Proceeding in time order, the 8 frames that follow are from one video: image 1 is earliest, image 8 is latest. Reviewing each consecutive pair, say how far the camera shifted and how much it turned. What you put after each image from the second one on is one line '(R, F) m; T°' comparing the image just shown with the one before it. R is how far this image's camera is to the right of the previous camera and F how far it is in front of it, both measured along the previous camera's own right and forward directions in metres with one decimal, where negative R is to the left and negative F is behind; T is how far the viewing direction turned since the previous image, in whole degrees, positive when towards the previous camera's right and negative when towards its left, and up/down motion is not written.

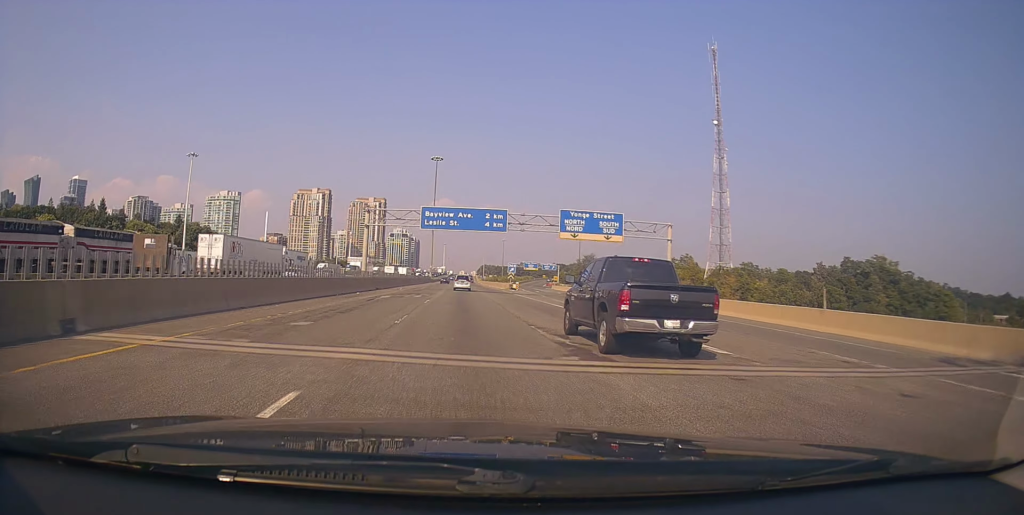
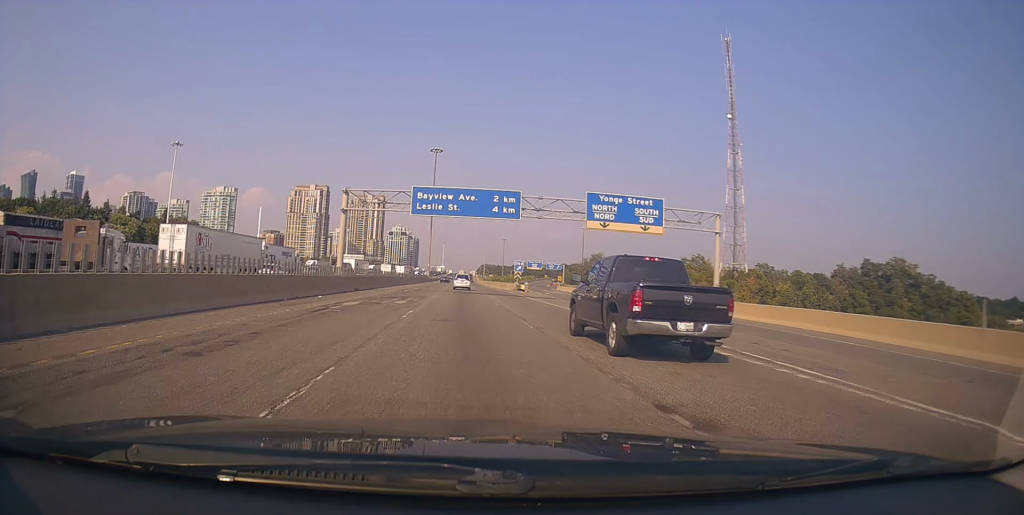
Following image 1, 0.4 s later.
(+0.1, +10.8) m; 0°
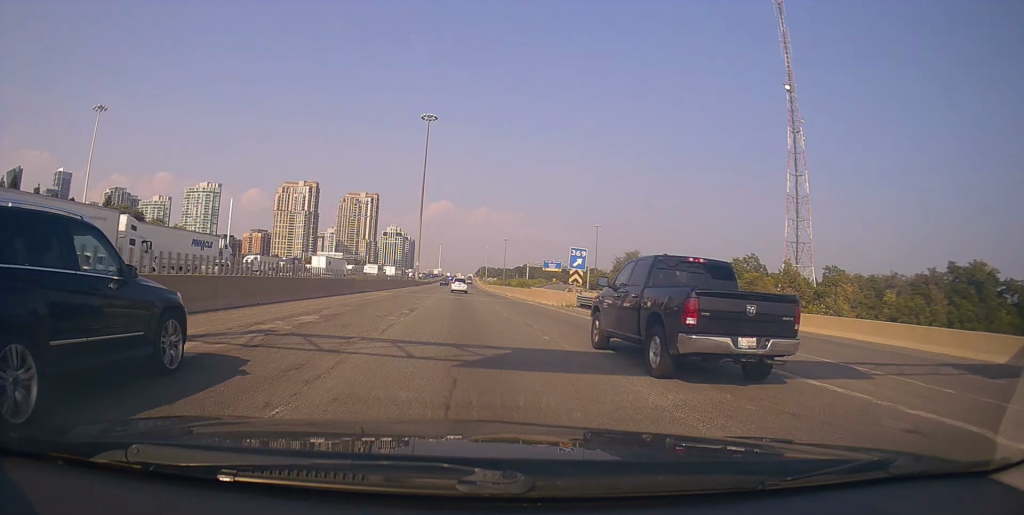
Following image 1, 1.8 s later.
(0.0, +39.0) m; 0°
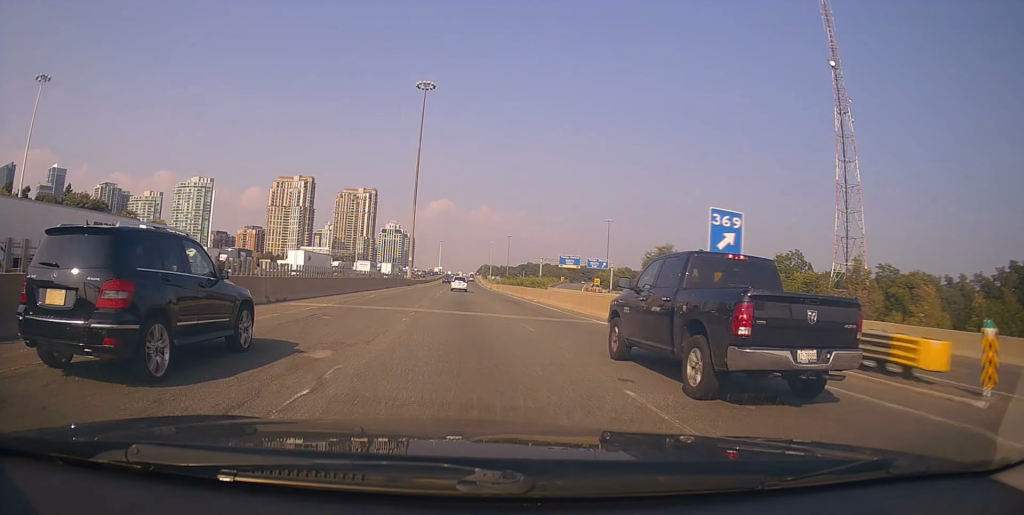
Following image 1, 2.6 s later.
(0.0, +22.1) m; 0°
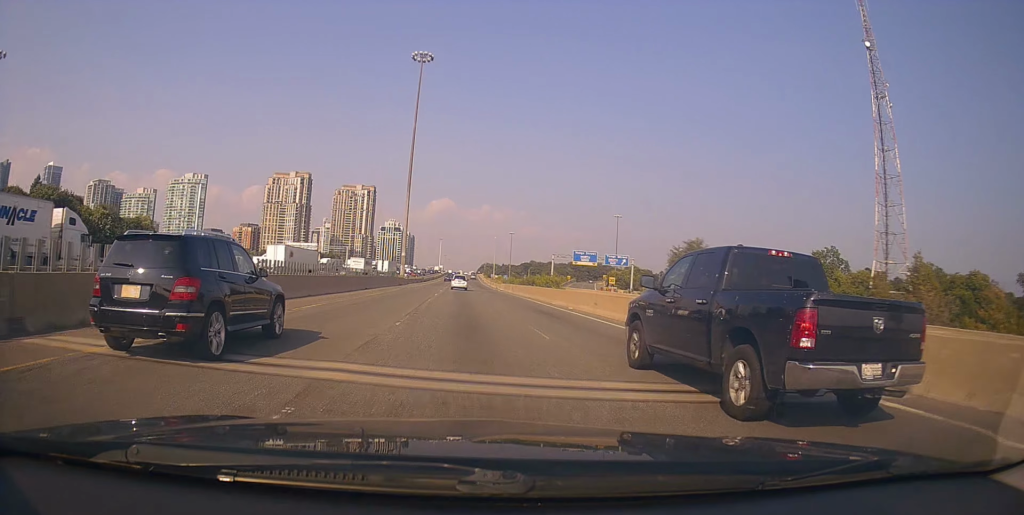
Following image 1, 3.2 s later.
(0.0, +14.9) m; 0°
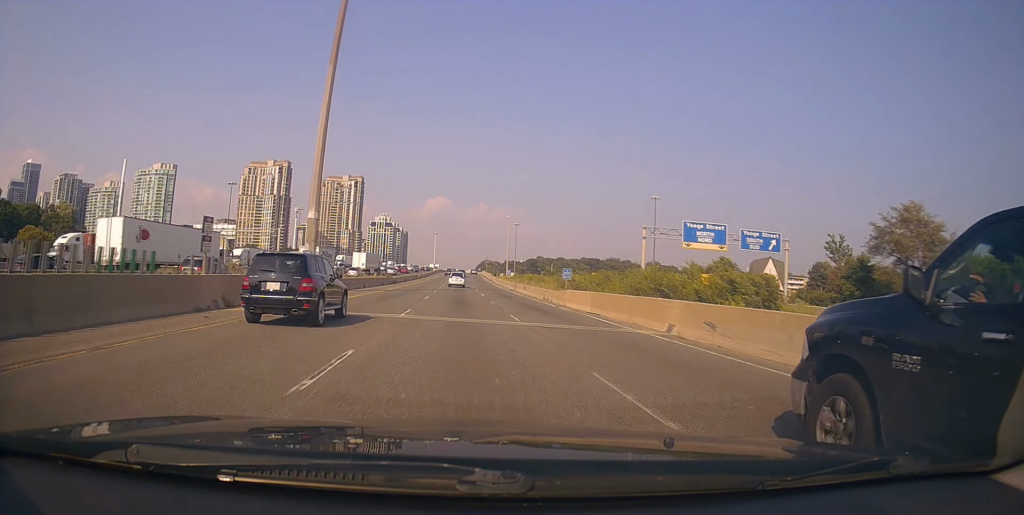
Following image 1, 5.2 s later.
(+0.7, +57.7) m; +1°
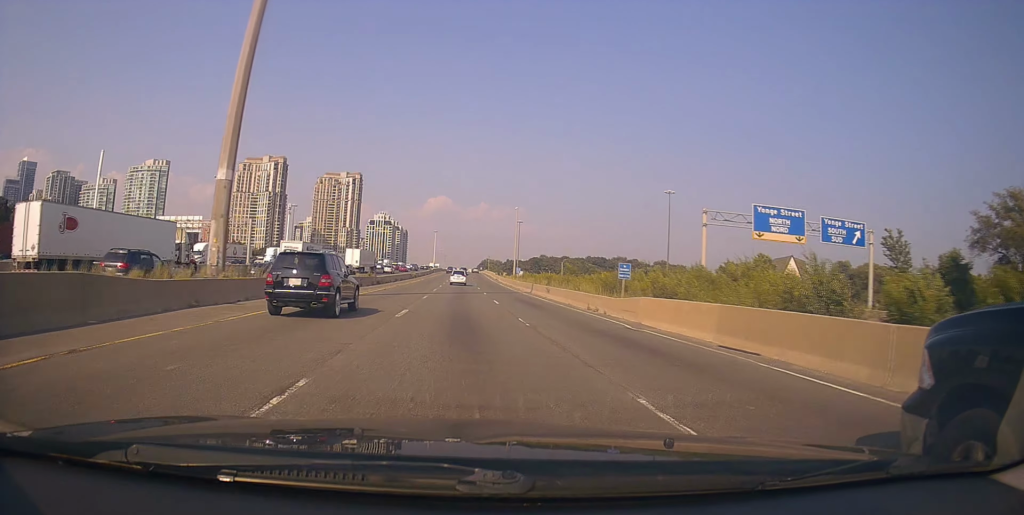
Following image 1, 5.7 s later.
(+0.1, +14.6) m; 0°
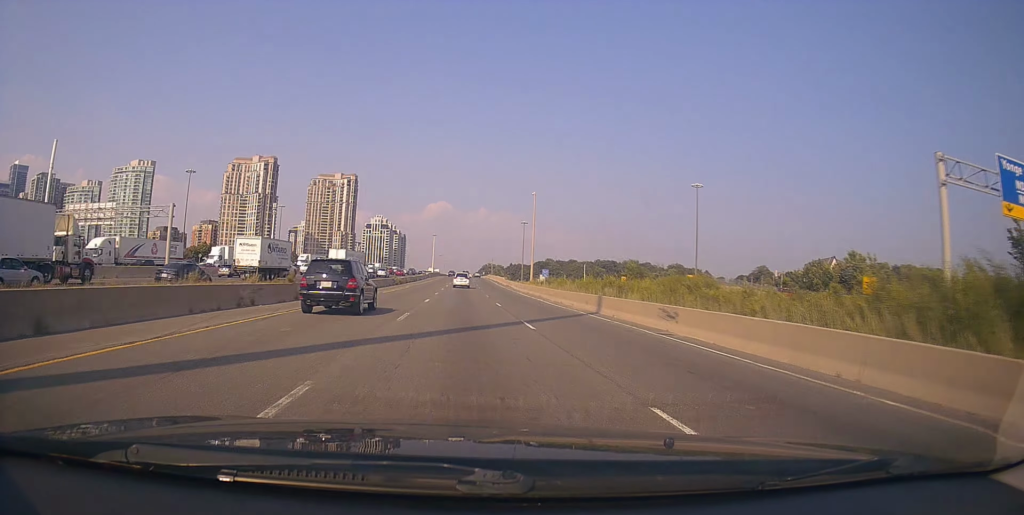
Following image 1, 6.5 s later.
(-0.4, +25.2) m; -1°
